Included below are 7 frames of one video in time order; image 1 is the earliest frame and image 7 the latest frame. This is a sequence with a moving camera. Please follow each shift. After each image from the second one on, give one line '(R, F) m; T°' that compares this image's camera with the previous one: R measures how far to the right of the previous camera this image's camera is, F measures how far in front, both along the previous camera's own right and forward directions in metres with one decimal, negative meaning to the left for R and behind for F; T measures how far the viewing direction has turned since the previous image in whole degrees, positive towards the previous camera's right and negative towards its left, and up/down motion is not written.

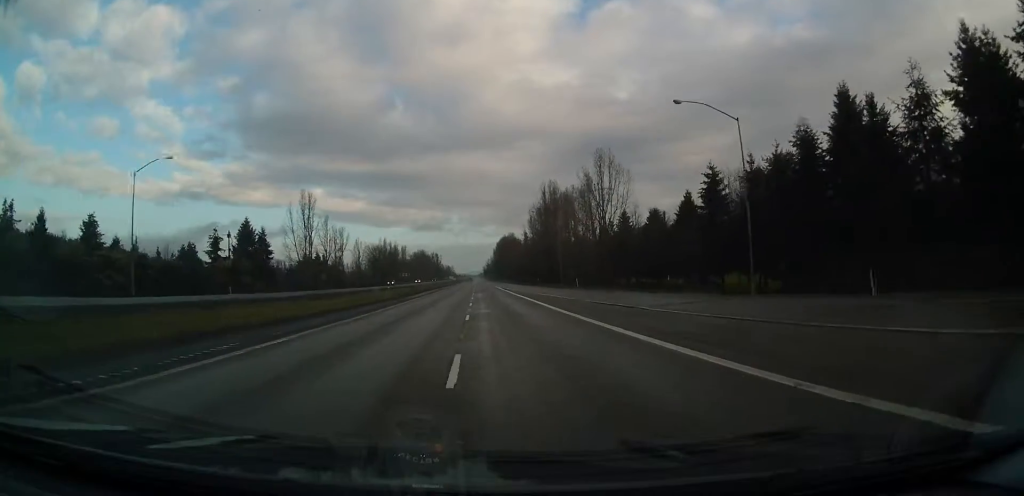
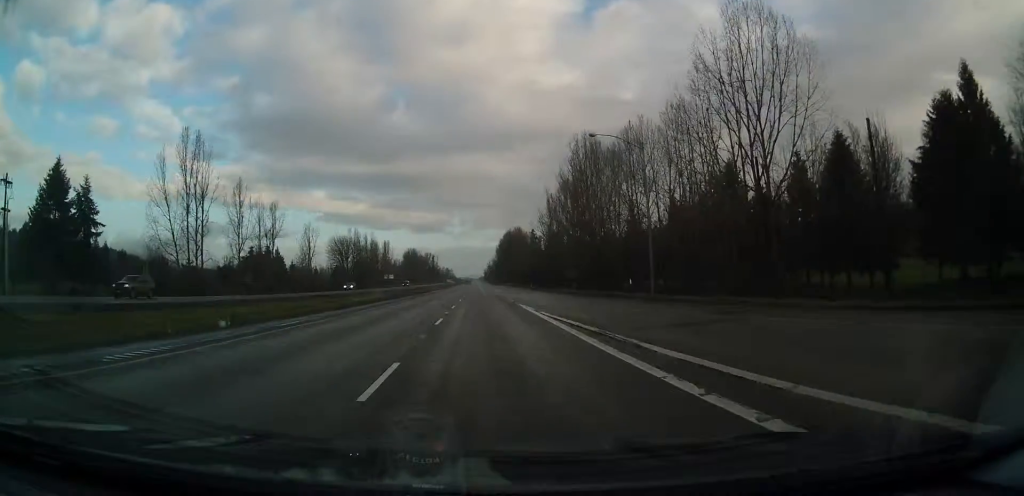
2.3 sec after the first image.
(-0.1, +73.8) m; 0°
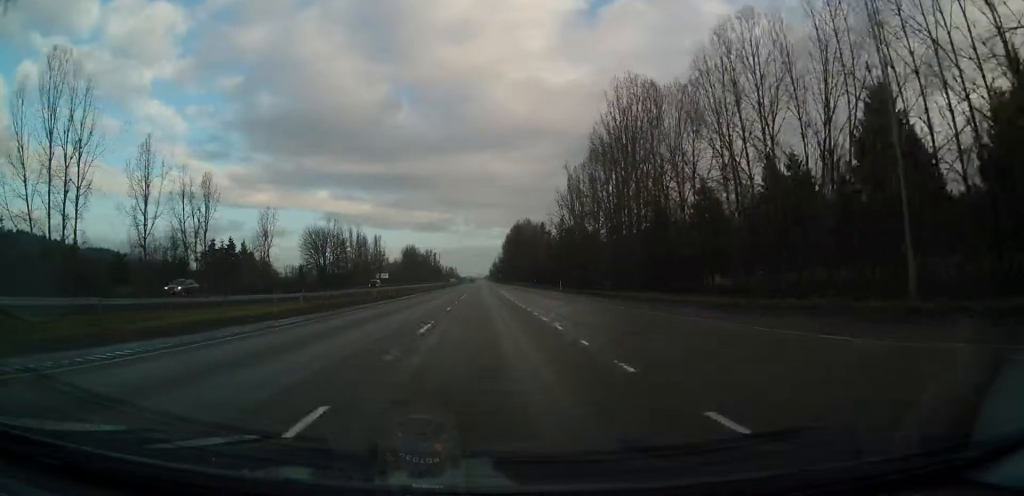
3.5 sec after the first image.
(+0.1, +40.1) m; 0°
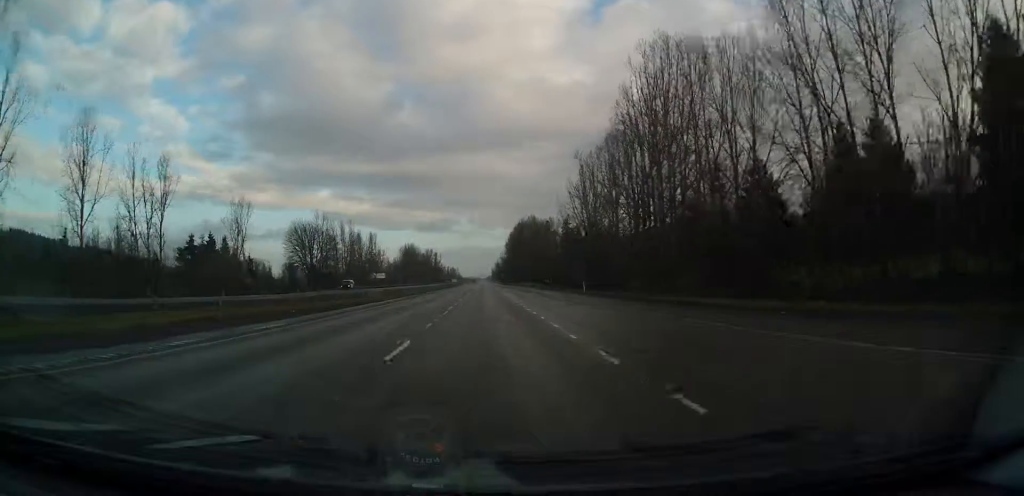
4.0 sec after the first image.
(-0.1, +17.4) m; 0°
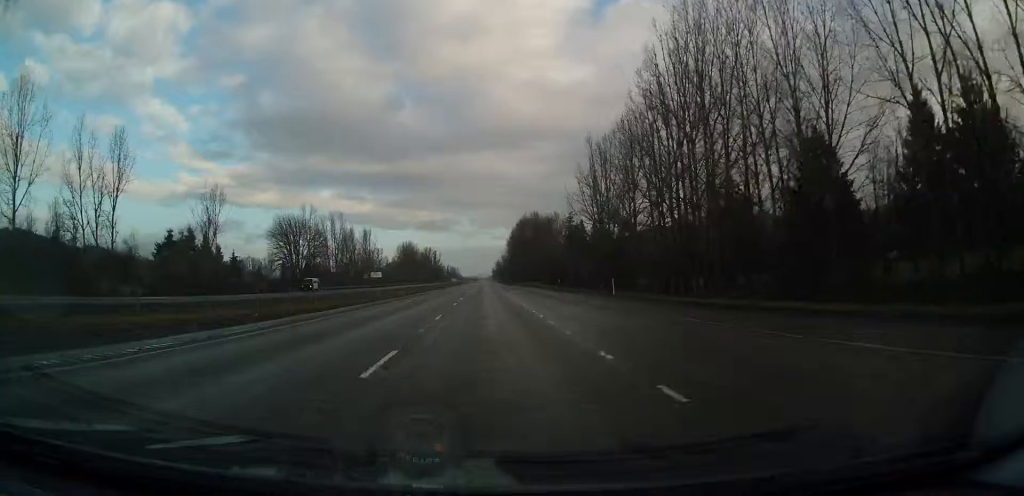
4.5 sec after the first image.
(-0.1, +14.2) m; 0°
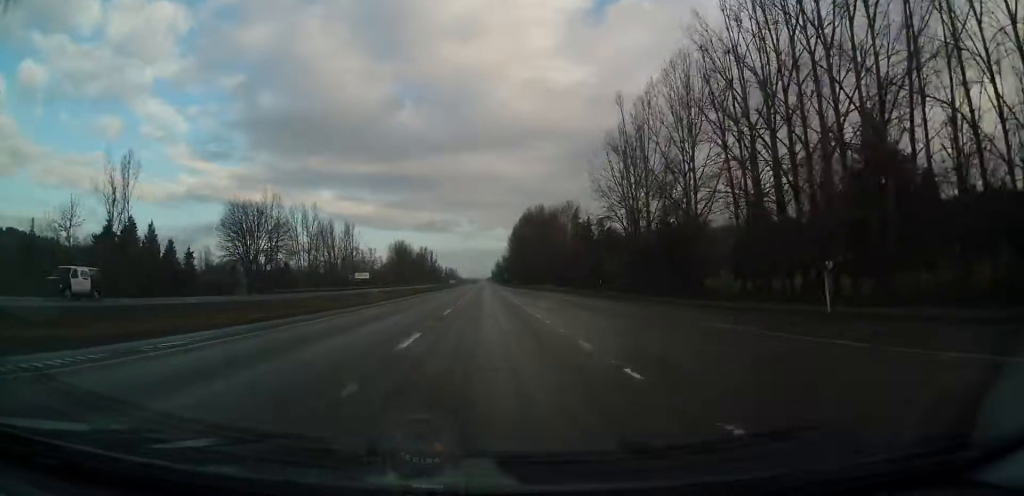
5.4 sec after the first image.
(0.0, +31.4) m; 0°
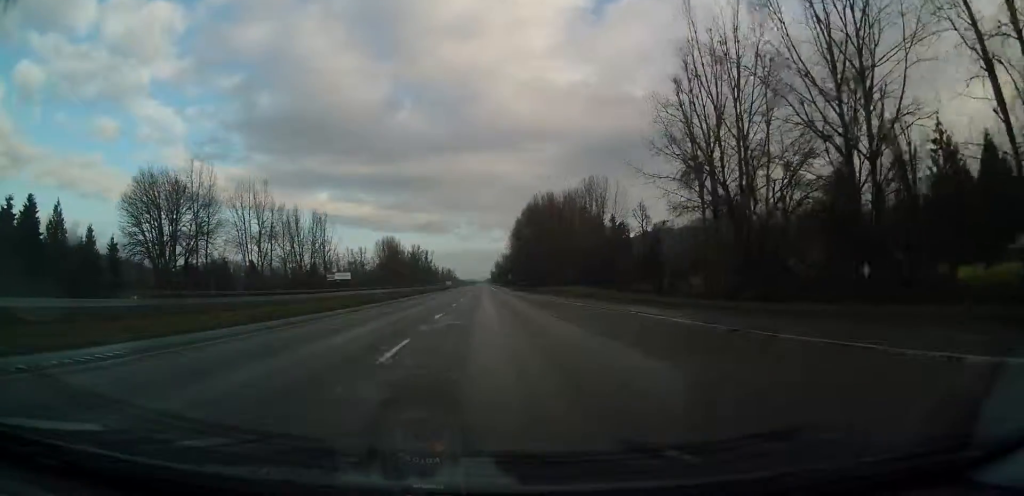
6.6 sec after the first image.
(-0.1, +38.0) m; 0°
